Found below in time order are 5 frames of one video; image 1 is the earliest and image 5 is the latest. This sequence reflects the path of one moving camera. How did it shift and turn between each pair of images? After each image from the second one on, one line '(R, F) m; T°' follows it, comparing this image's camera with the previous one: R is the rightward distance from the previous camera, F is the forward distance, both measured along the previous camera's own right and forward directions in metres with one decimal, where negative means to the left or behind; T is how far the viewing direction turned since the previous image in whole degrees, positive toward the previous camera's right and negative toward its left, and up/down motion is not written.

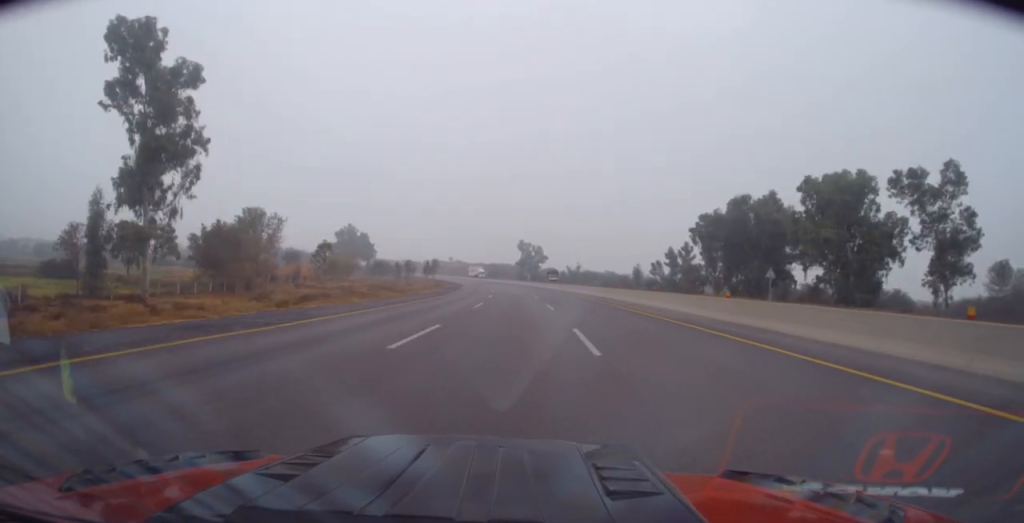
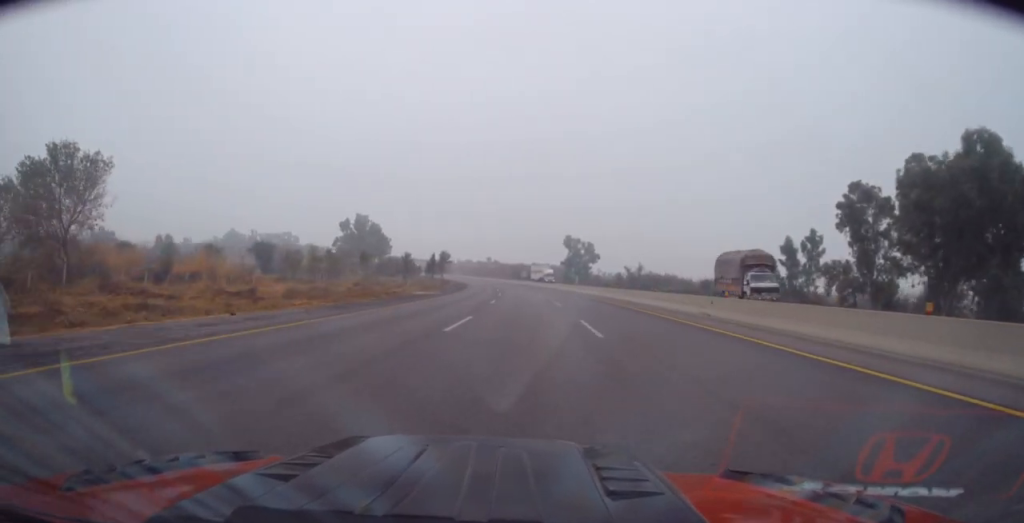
(-1.3, +49.4) m; -4°
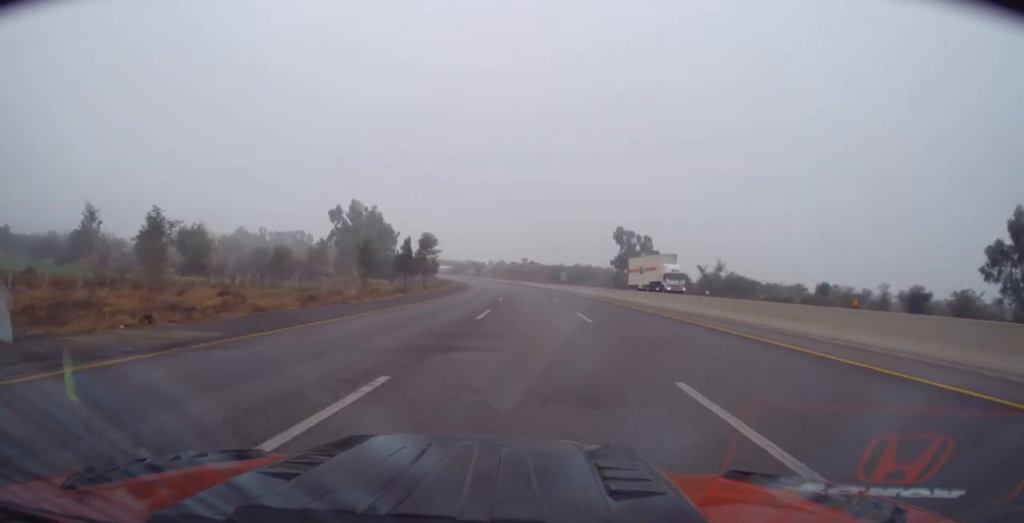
(-1.2, +47.6) m; -2°
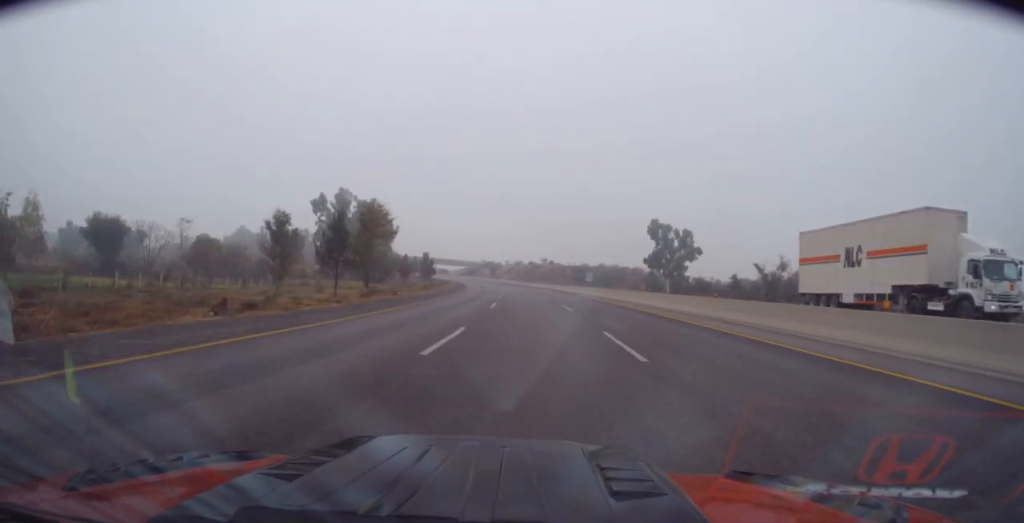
(-0.7, +27.4) m; -2°
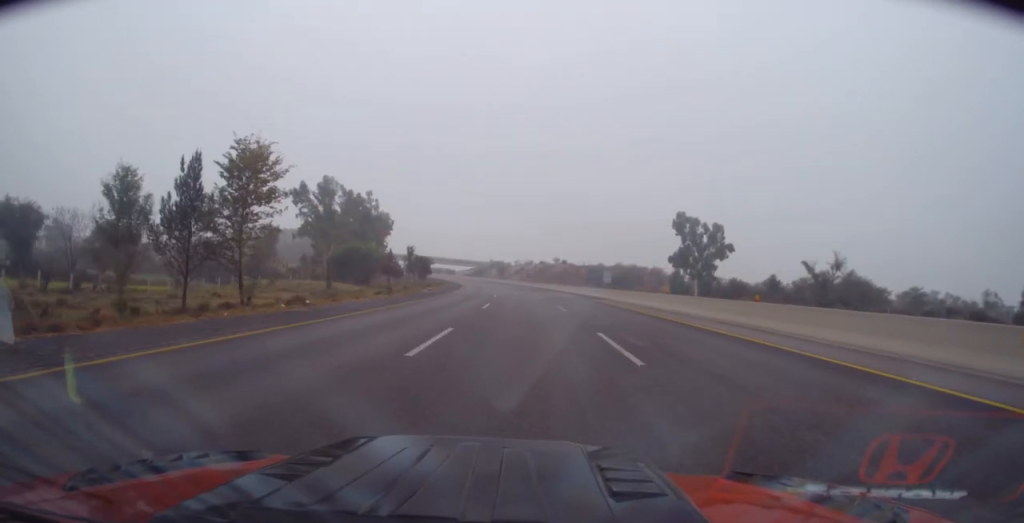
(0.0, +18.9) m; -1°
